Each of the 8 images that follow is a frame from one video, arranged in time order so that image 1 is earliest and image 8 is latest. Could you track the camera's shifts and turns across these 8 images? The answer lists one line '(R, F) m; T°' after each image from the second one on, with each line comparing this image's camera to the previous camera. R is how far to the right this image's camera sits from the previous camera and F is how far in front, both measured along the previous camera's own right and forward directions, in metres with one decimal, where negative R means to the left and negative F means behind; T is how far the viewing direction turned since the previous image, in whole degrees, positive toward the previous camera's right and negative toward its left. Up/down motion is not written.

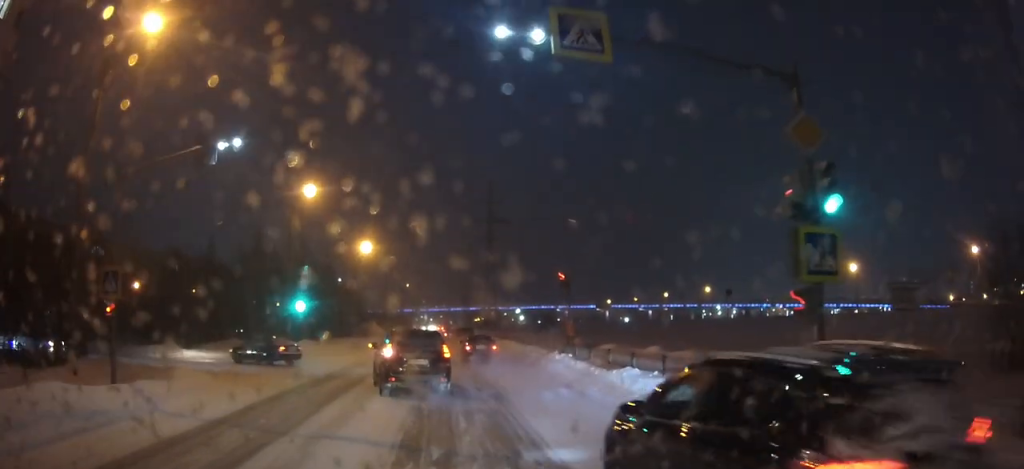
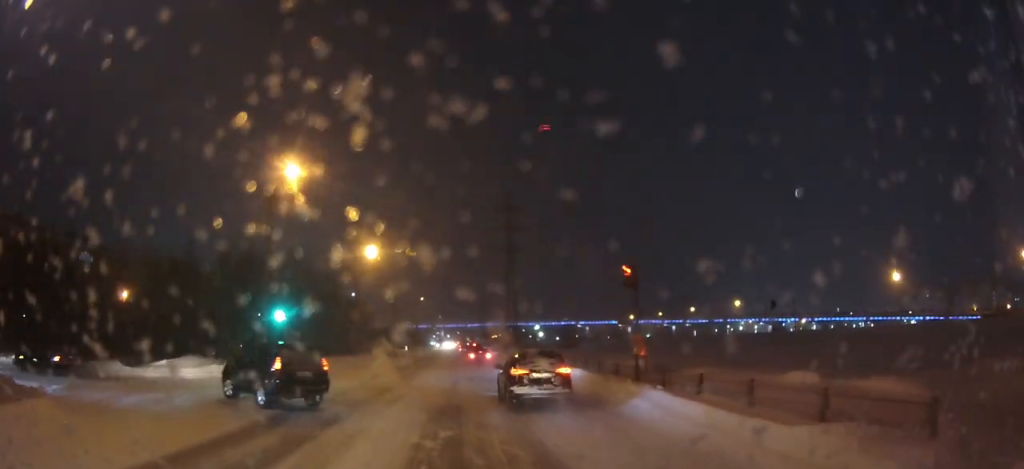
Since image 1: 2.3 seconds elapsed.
(-0.1, +9.9) m; -4°
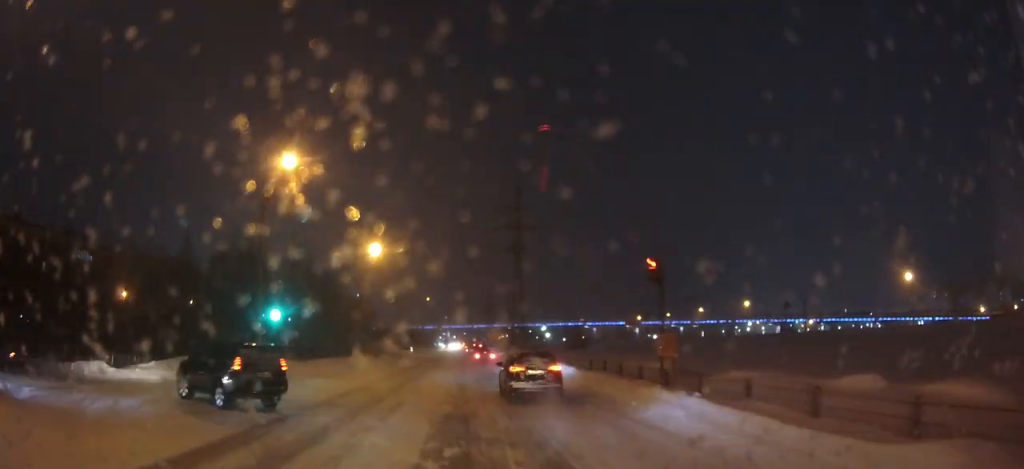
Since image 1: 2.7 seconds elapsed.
(-0.1, +2.1) m; -3°
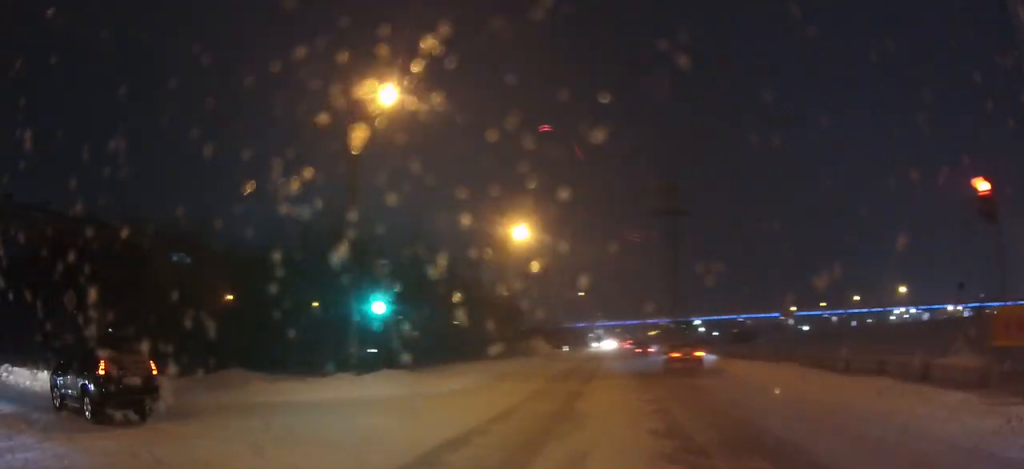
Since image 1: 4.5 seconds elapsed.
(-1.4, +9.0) m; -21°
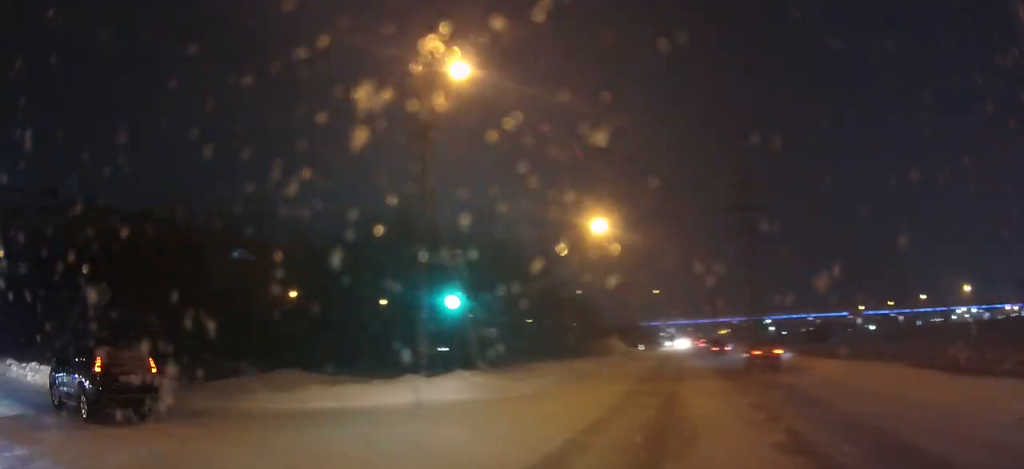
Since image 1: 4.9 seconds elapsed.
(-0.1, +1.9) m; -7°
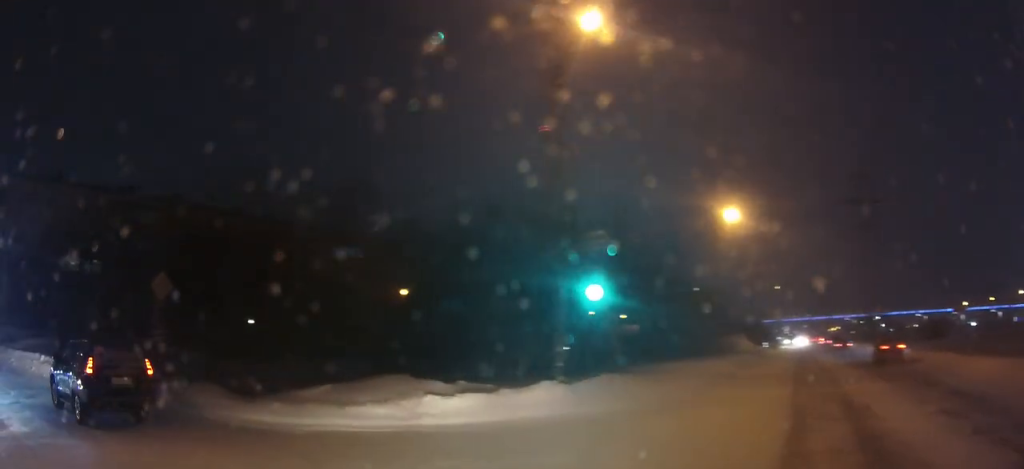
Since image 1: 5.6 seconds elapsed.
(-0.2, +3.2) m; -13°
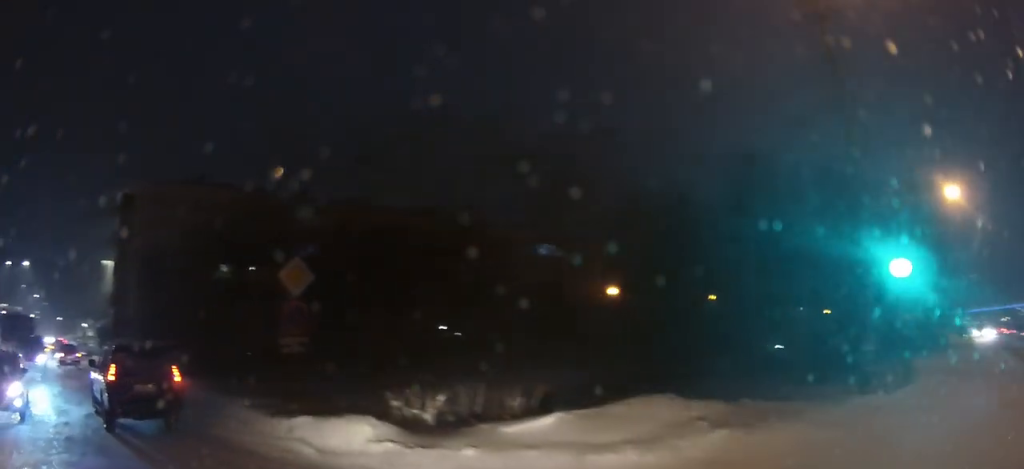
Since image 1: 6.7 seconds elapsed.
(-1.0, +4.8) m; -23°
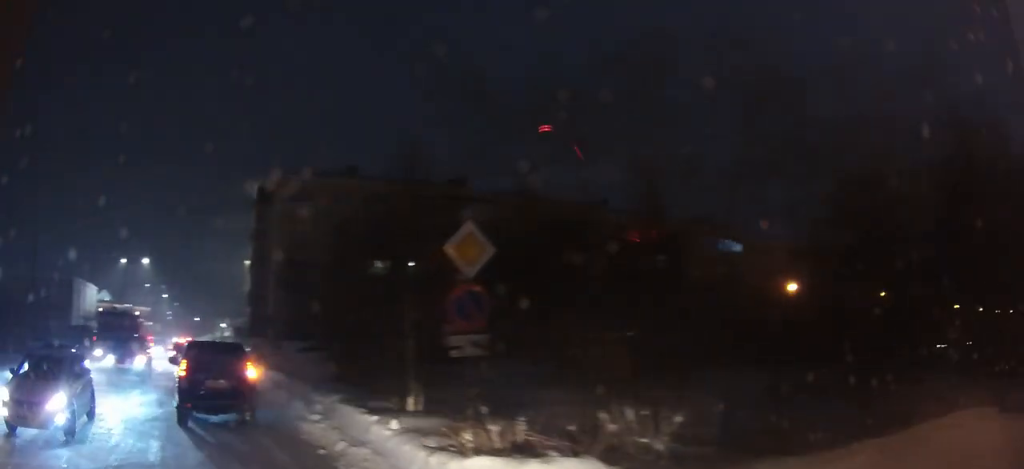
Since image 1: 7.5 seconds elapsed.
(-0.5, +3.7) m; -14°
